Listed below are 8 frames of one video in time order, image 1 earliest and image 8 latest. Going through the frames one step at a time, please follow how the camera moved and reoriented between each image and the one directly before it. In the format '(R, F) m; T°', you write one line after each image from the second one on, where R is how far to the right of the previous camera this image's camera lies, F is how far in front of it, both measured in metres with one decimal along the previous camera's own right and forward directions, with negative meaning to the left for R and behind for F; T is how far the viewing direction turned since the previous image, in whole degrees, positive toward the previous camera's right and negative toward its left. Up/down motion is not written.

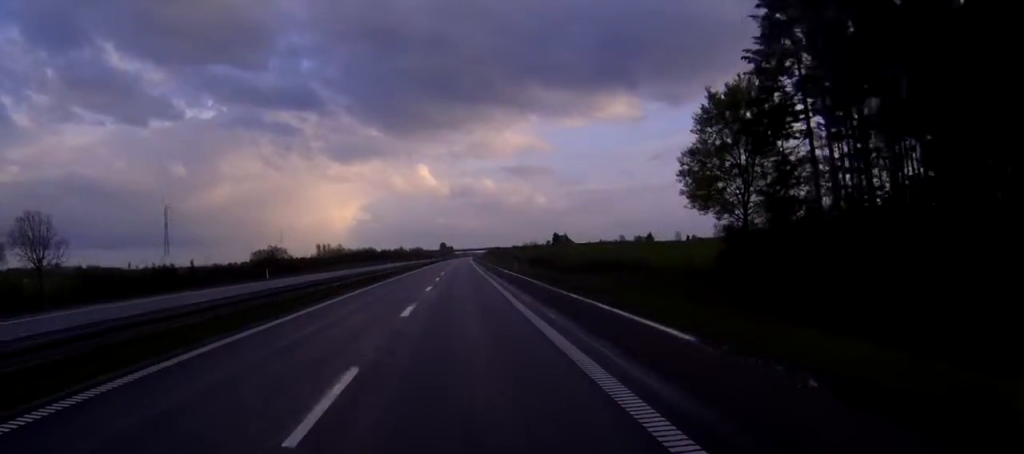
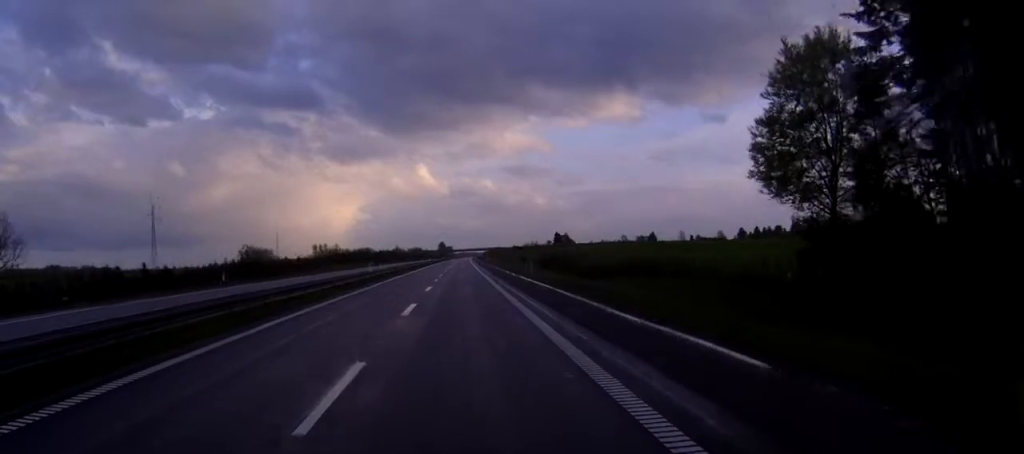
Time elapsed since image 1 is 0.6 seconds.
(0.0, +14.5) m; 0°
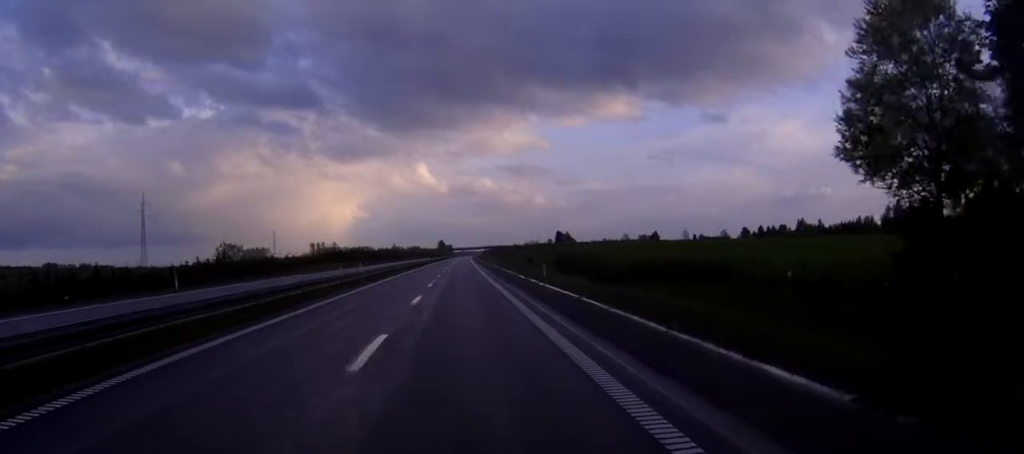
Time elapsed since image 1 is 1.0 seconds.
(0.0, +11.0) m; 0°
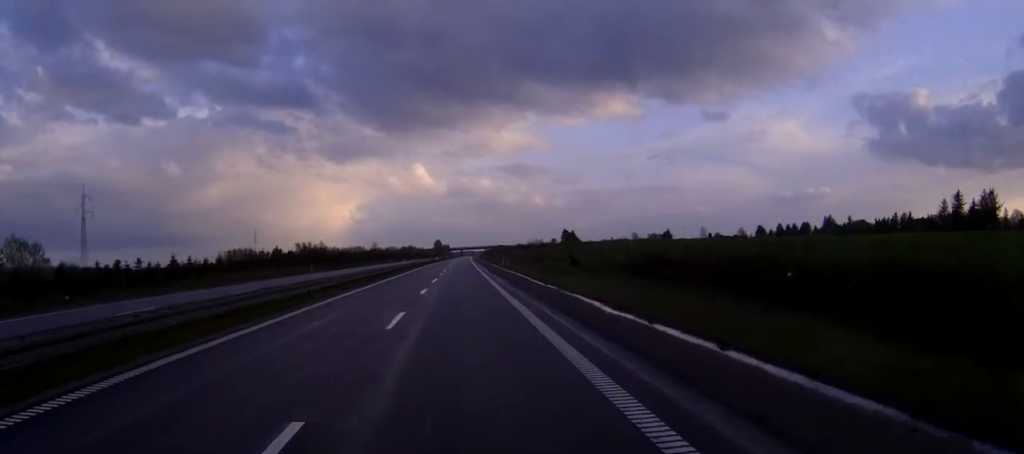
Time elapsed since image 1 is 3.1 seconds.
(0.0, +53.7) m; 0°
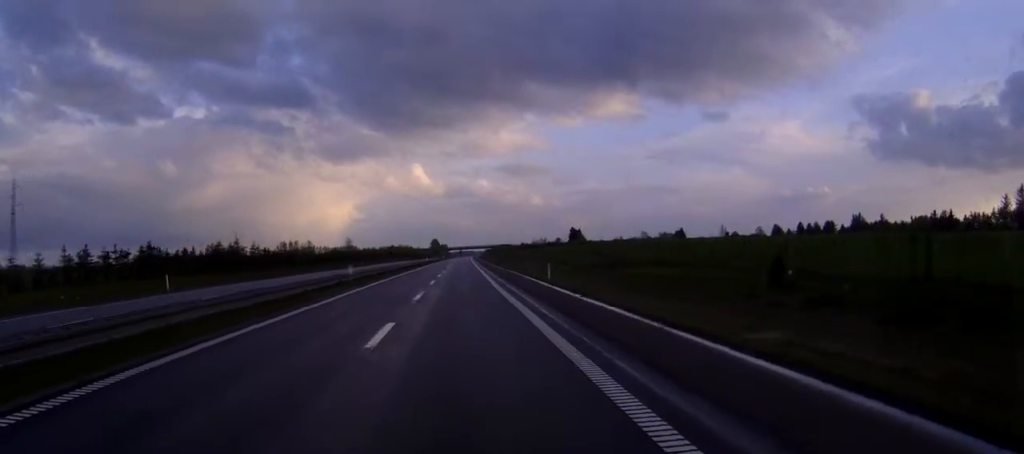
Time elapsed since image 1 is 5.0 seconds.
(+0.2, +48.3) m; 0°
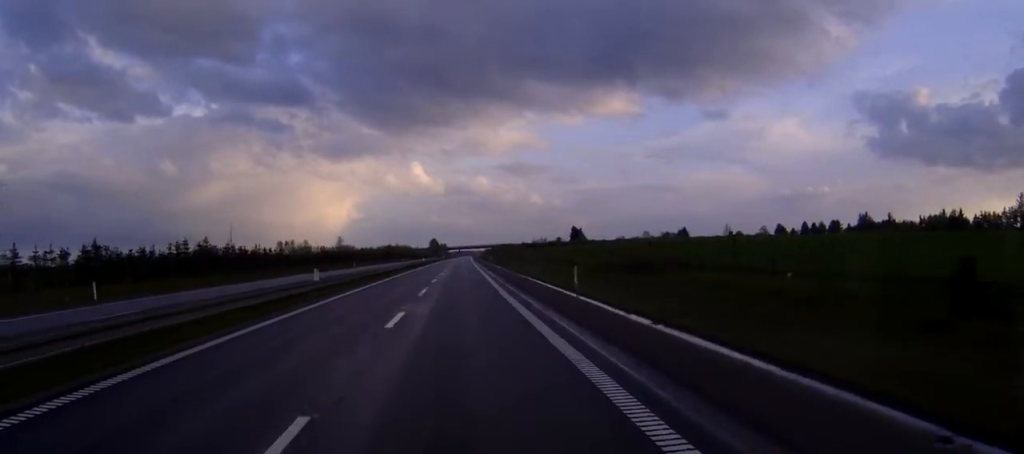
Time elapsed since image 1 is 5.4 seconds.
(0.0, +11.1) m; 0°
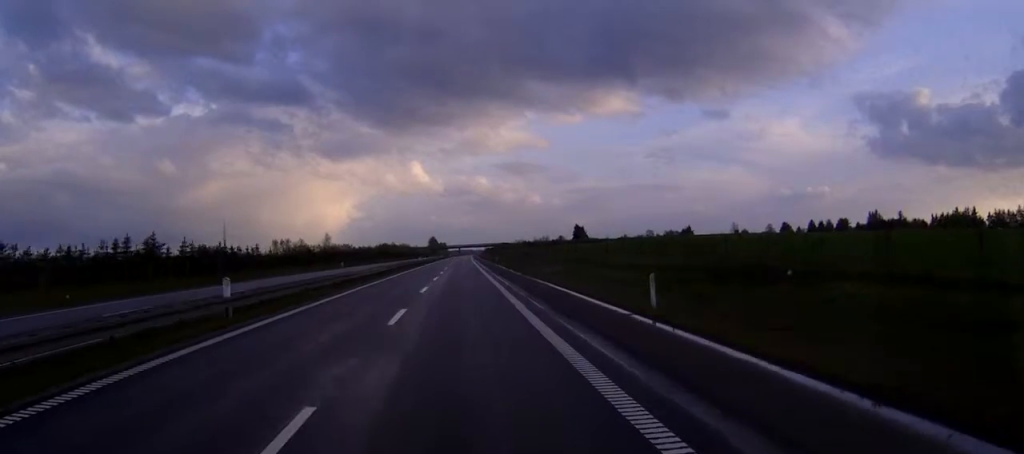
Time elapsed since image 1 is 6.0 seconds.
(0.0, +14.5) m; 0°
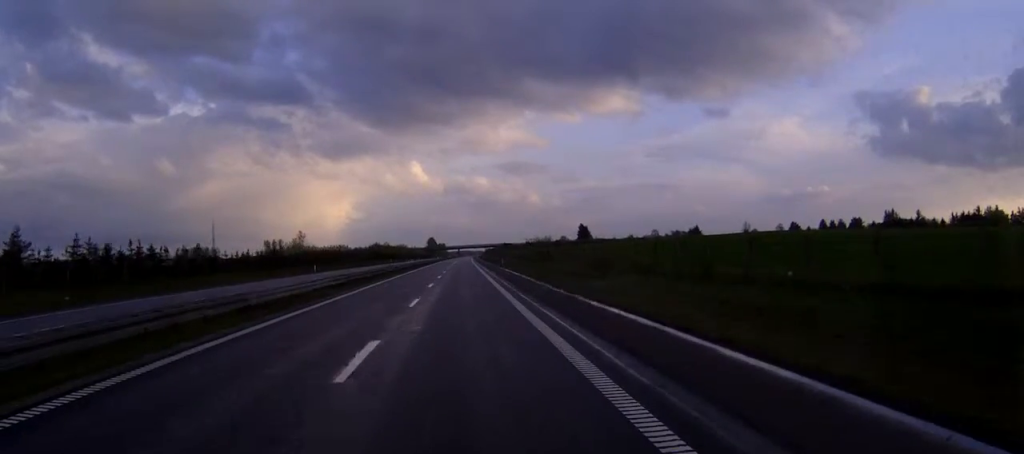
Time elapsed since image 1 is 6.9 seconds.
(+0.1, +23.0) m; 0°
